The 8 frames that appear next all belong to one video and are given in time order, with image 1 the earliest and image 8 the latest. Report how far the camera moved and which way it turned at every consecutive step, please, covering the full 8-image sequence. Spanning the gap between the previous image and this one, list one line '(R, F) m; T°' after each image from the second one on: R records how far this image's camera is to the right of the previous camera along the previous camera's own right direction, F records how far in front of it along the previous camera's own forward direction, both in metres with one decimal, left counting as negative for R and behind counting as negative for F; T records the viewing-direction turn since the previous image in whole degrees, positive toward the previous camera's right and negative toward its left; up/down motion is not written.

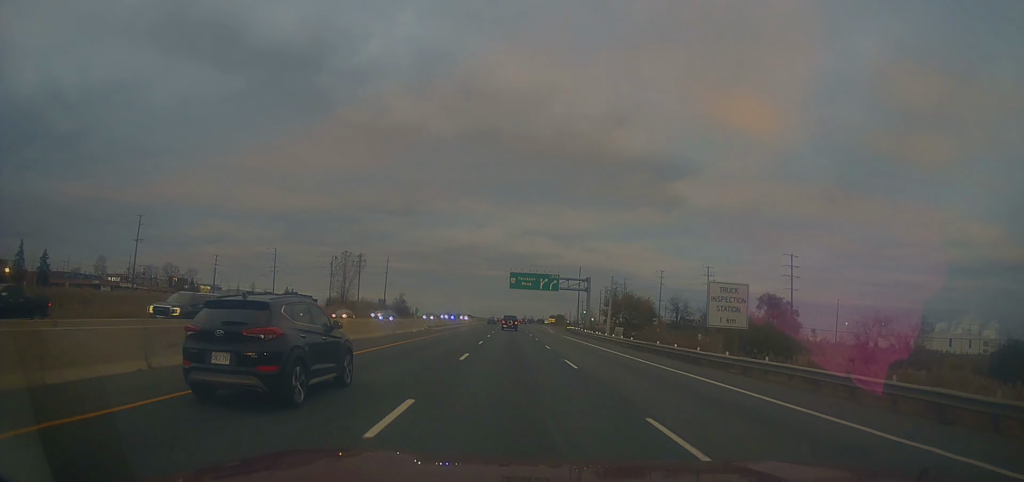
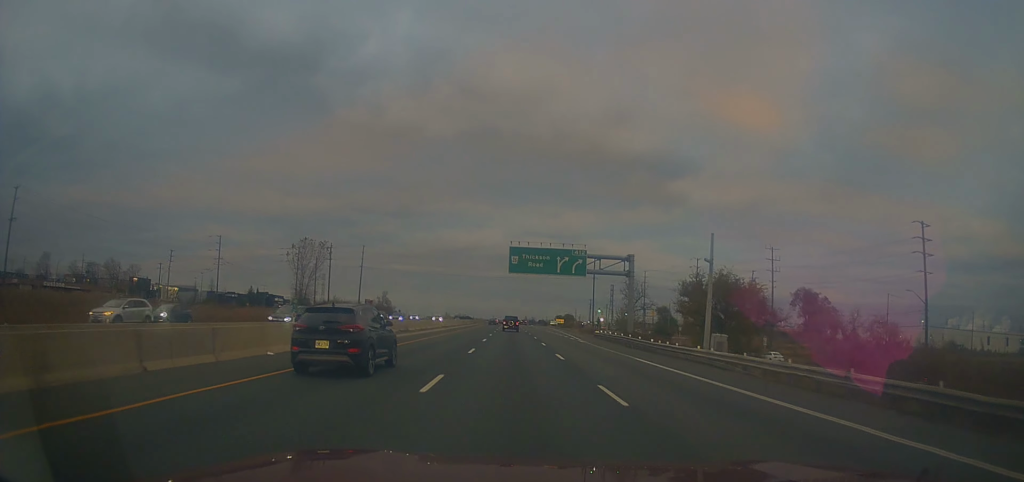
(+0.5, +32.4) m; 0°
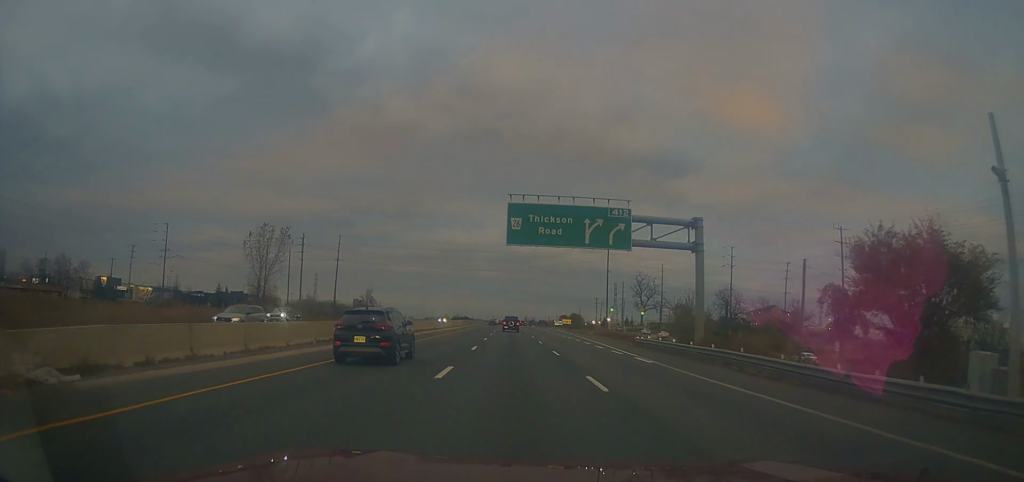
(-0.4, +22.1) m; 0°
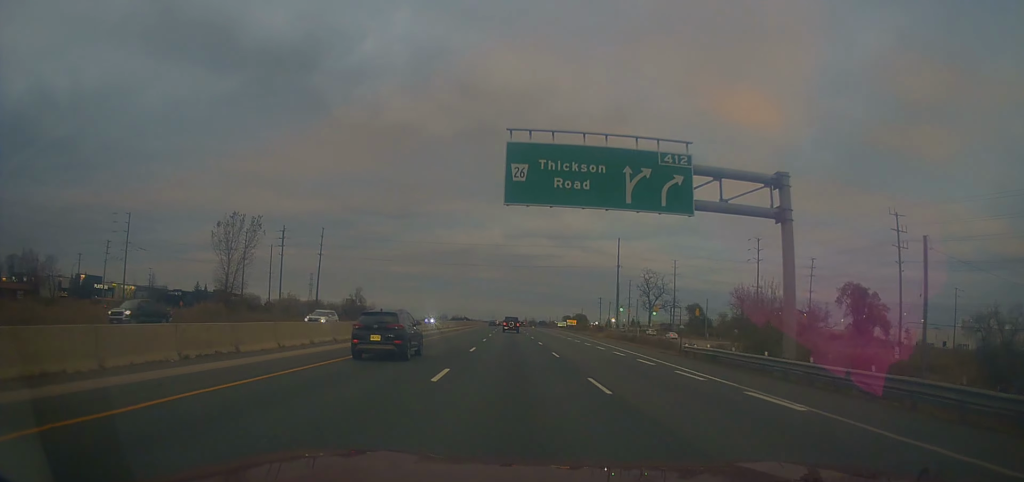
(-0.1, +12.8) m; 0°
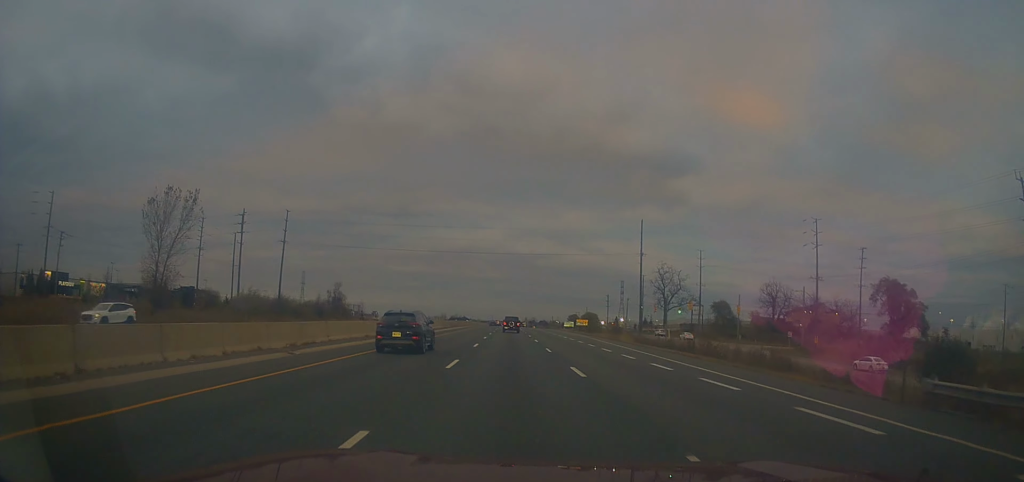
(+0.5, +20.9) m; 0°
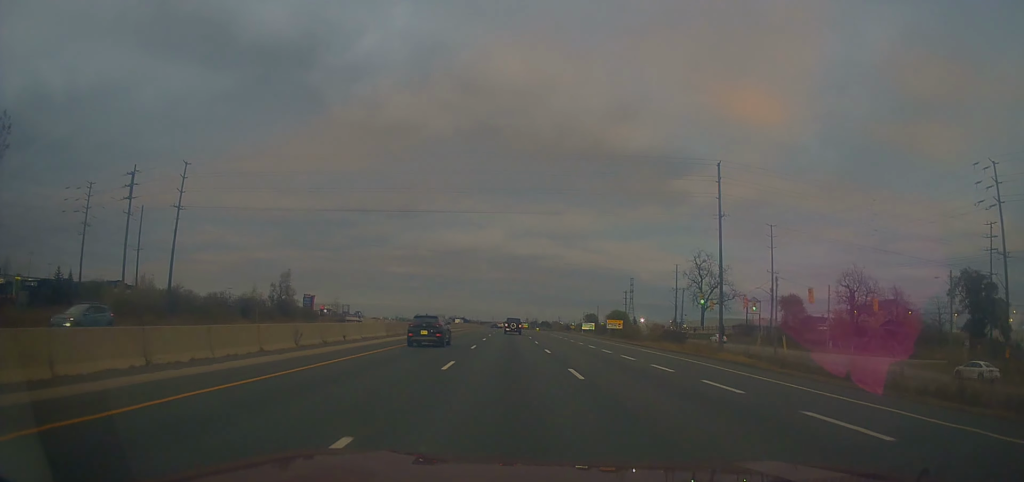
(-0.5, +36.9) m; 0°
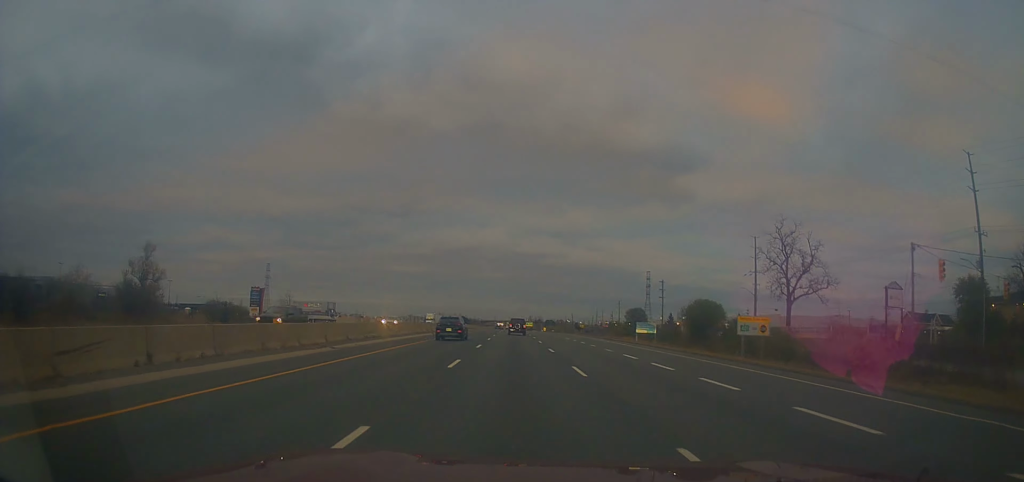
(-0.3, +48.2) m; 0°
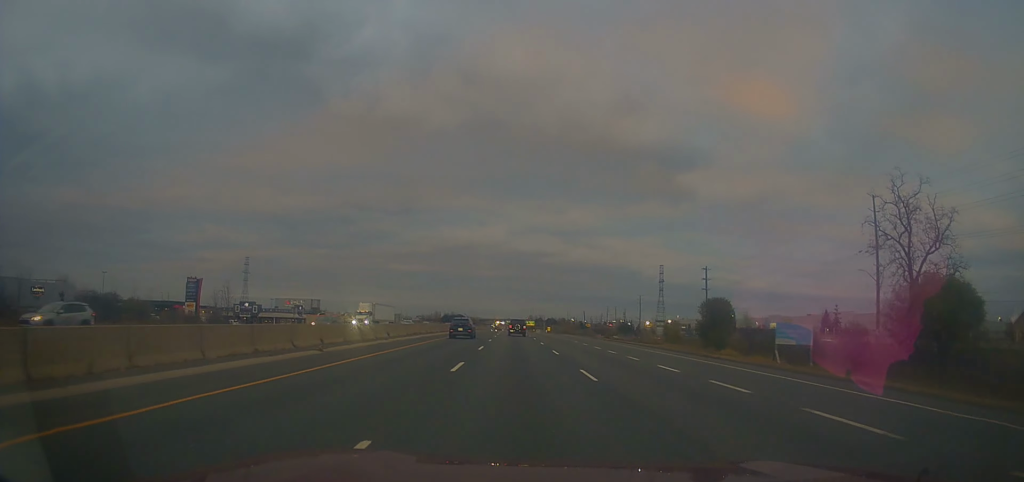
(+0.9, +37.3) m; +1°
